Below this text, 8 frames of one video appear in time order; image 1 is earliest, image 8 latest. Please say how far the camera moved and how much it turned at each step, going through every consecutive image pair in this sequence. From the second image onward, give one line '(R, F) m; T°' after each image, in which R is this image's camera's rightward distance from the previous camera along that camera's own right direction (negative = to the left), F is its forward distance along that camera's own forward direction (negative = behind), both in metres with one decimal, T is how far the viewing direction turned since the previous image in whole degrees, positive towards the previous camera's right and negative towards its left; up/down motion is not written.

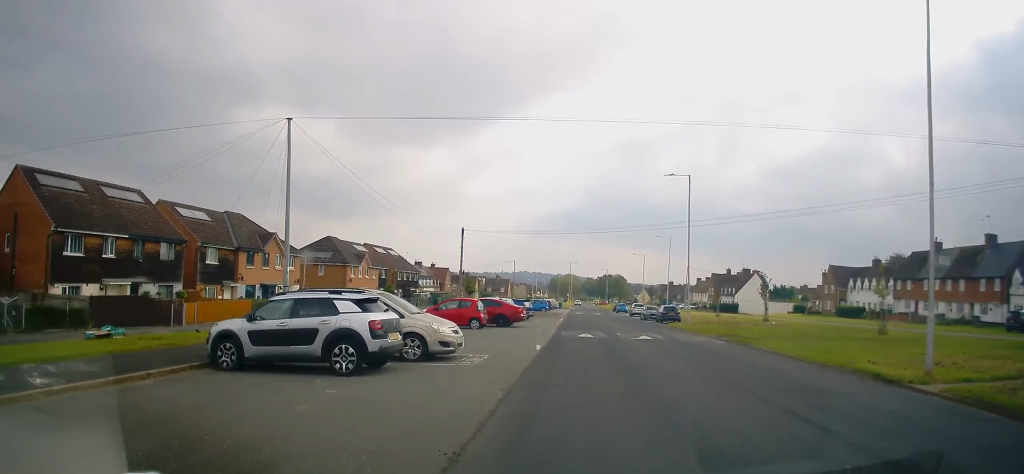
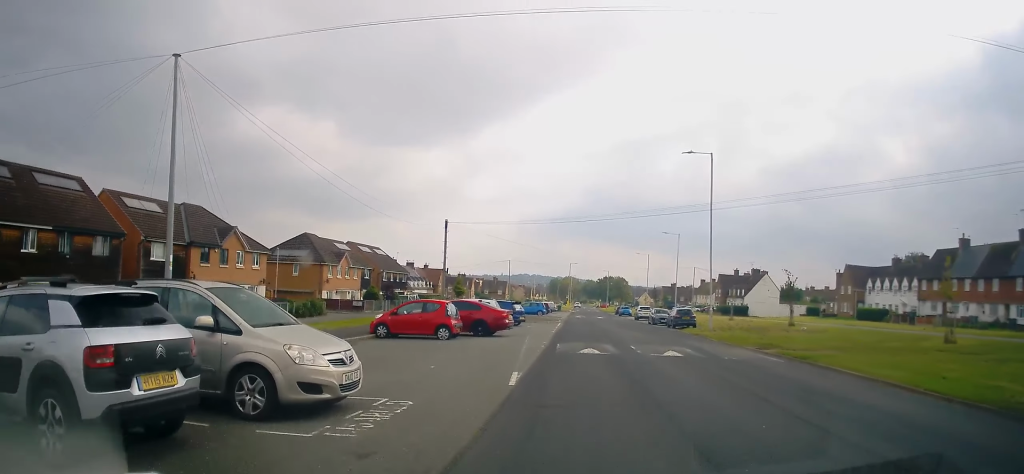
(-0.1, +6.8) m; +1°
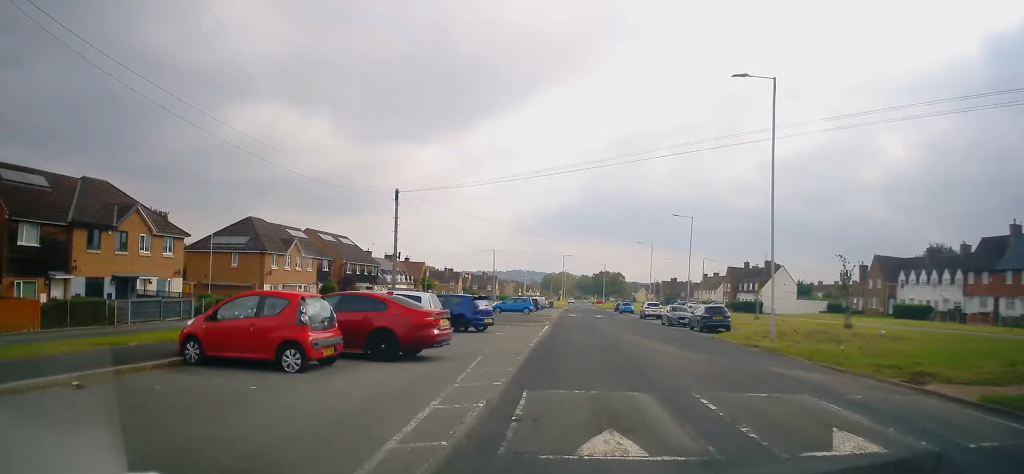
(+0.5, +11.8) m; +3°
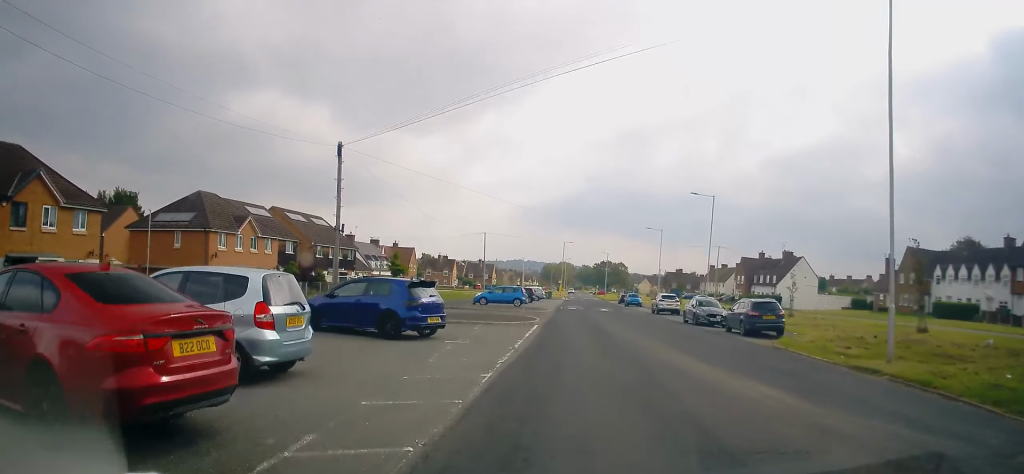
(0.0, +8.9) m; 0°
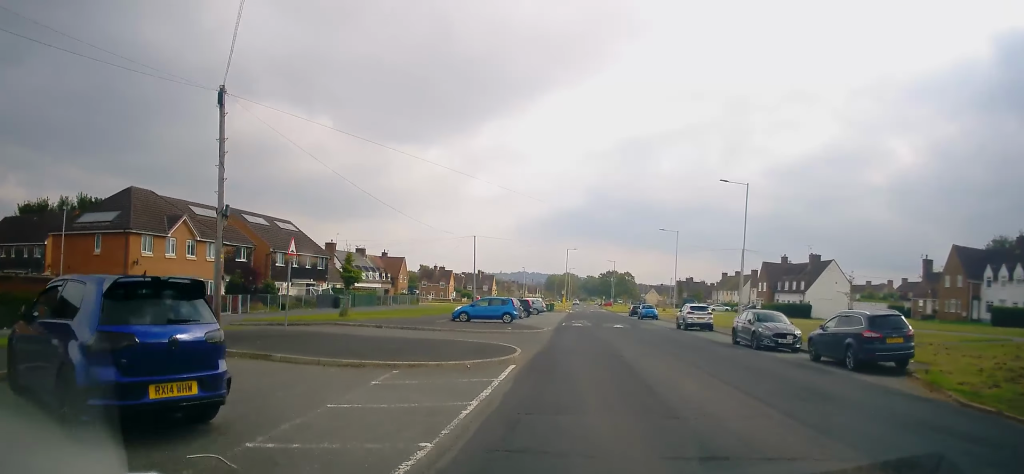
(0.0, +9.7) m; -2°
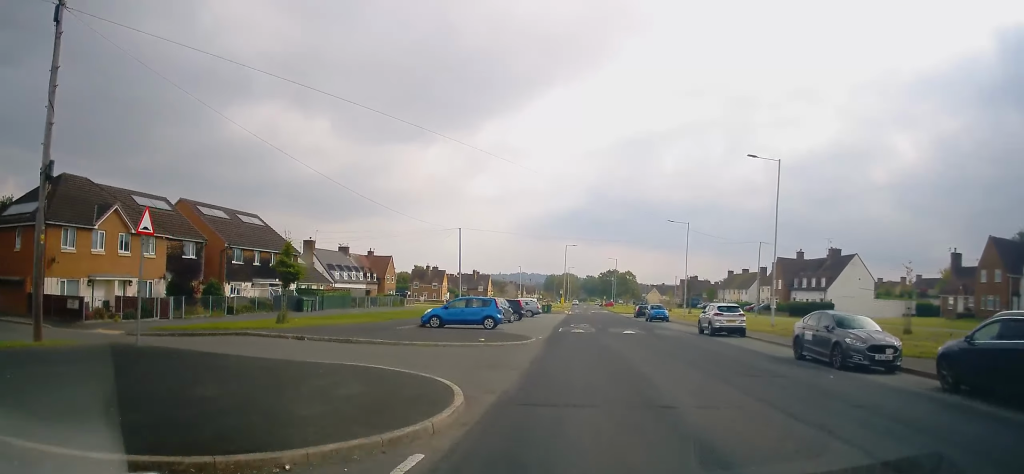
(-0.1, +7.2) m; -3°
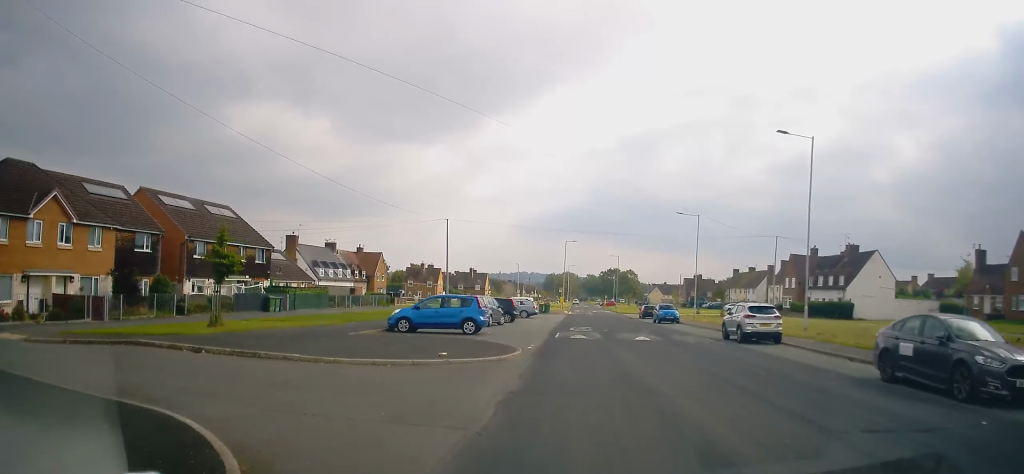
(-0.4, +5.4) m; 0°
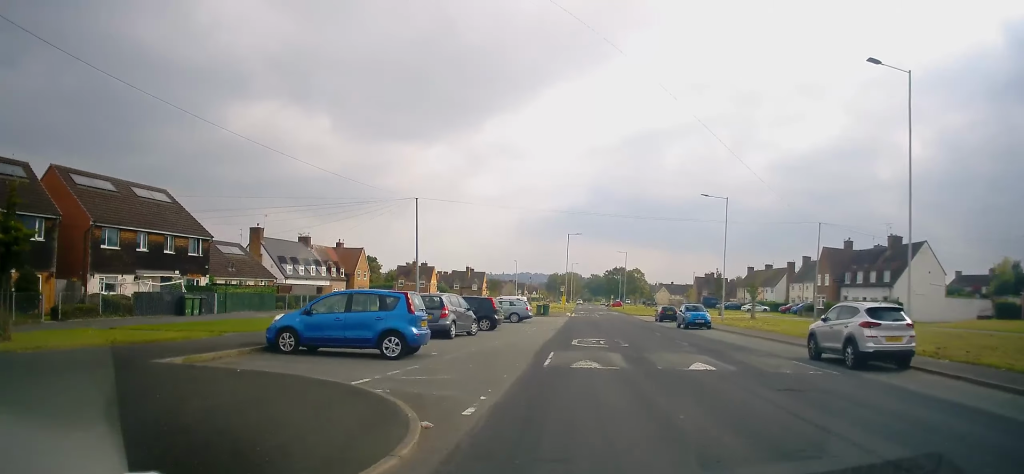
(+0.6, +10.2) m; +4°
